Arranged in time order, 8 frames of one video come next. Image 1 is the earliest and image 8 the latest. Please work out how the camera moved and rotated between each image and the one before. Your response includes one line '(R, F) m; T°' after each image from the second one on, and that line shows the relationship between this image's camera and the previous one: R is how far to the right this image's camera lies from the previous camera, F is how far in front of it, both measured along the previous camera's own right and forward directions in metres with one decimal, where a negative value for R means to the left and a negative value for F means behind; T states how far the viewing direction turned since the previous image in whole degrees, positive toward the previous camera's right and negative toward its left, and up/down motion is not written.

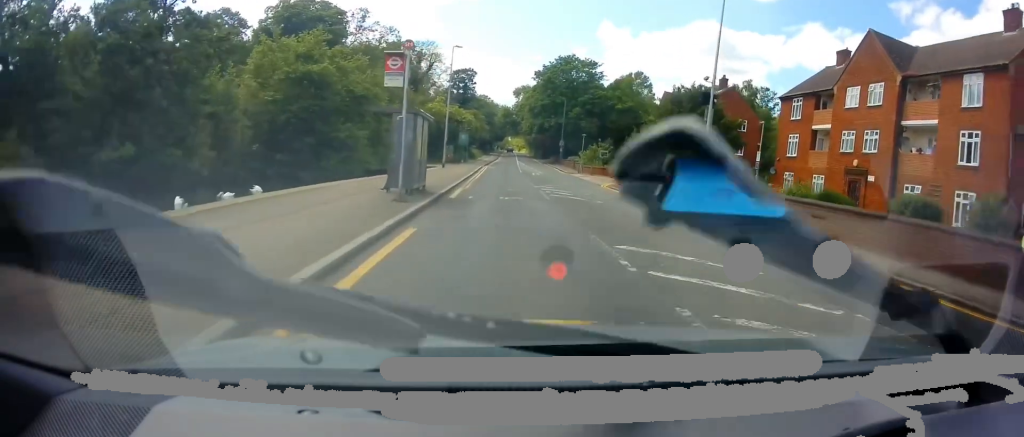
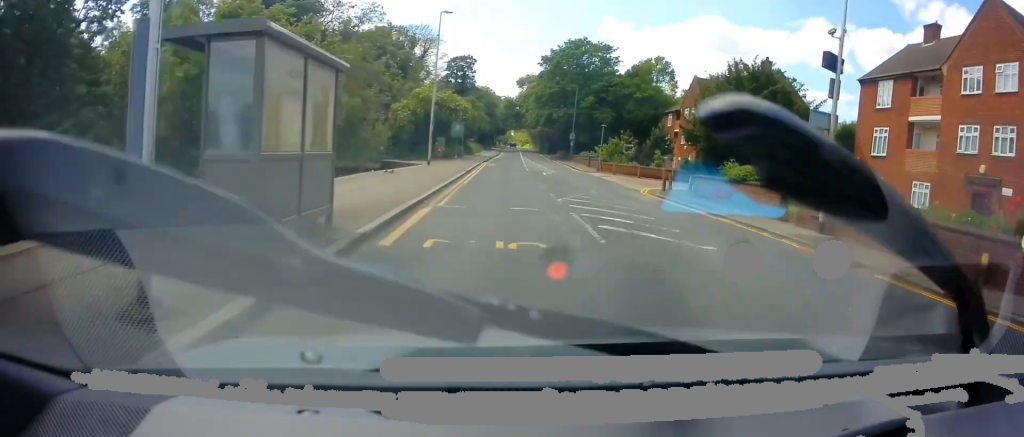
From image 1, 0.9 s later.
(0.0, +10.2) m; 0°
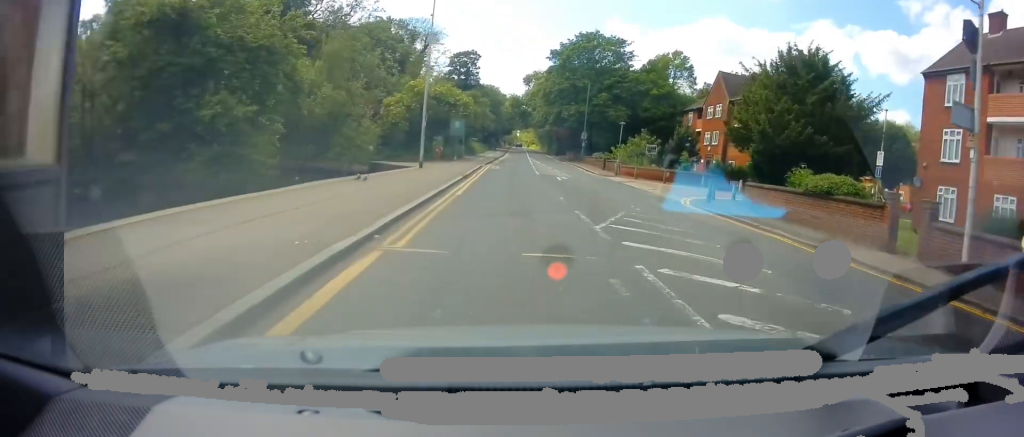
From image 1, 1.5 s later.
(0.0, +6.1) m; +2°
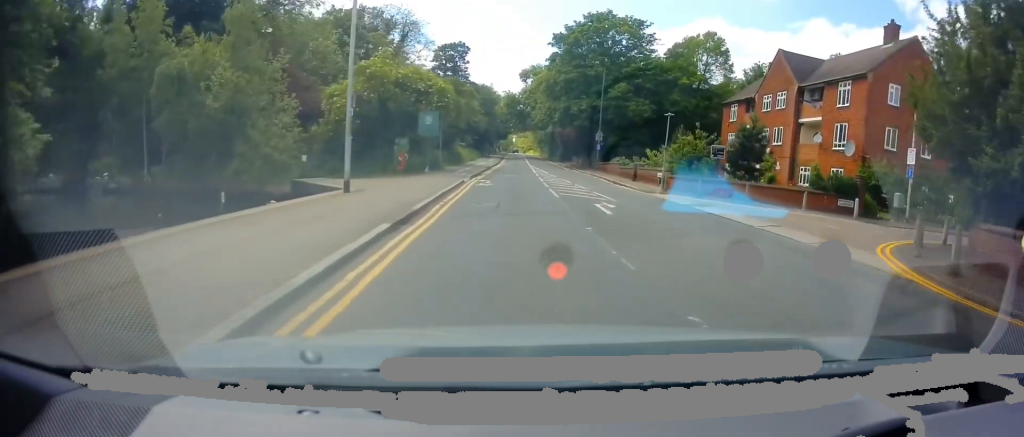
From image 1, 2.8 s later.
(+0.6, +13.9) m; +1°
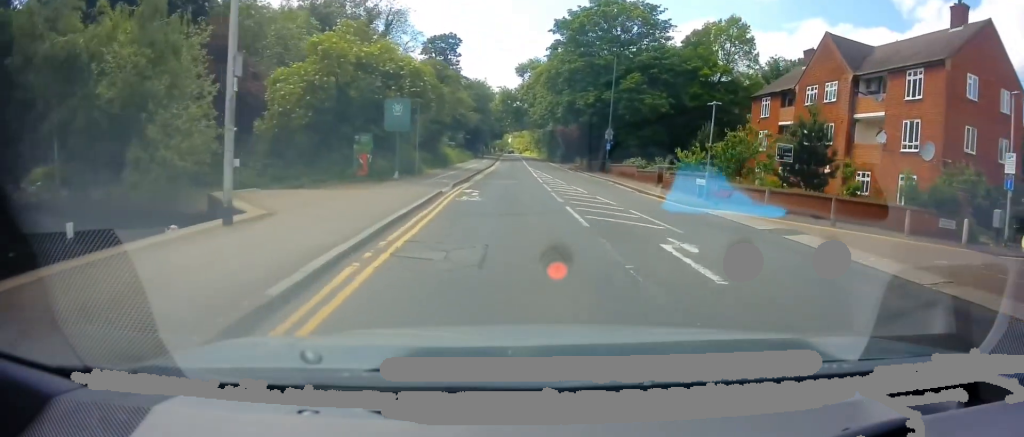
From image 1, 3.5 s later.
(-0.3, +7.4) m; -2°
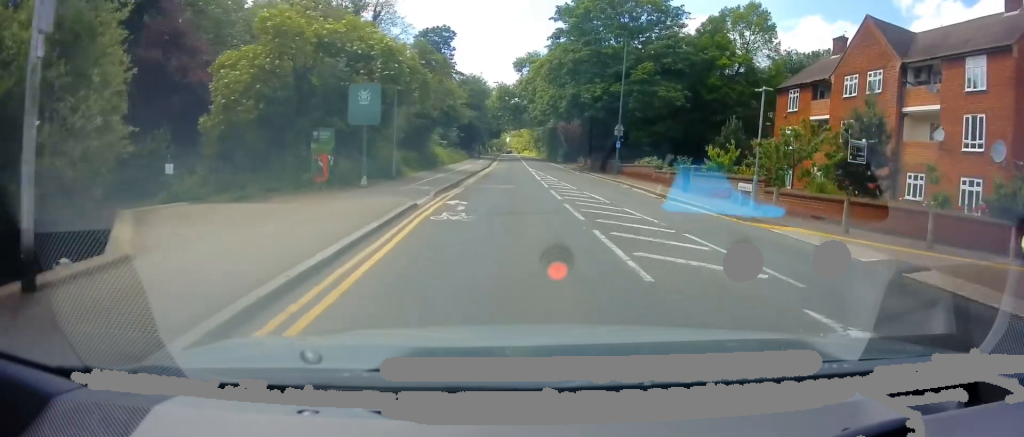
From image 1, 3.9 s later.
(-0.1, +4.8) m; -1°
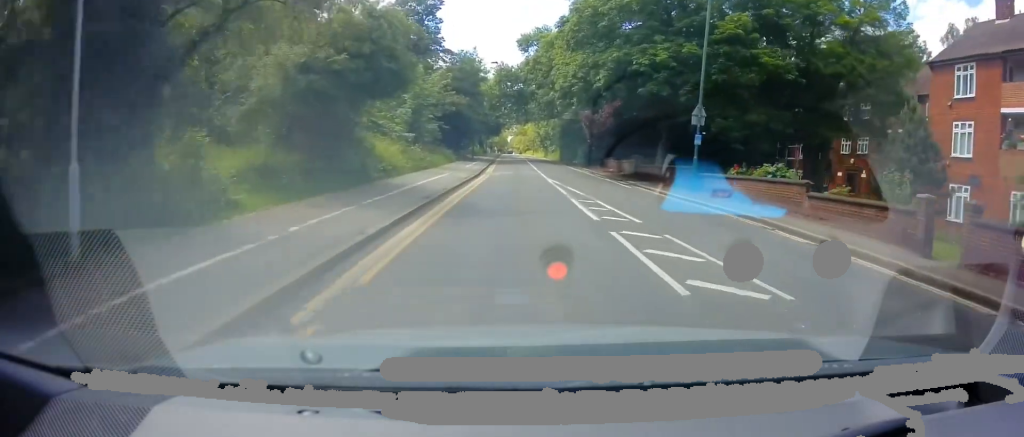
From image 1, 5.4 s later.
(+0.5, +17.0) m; +3°
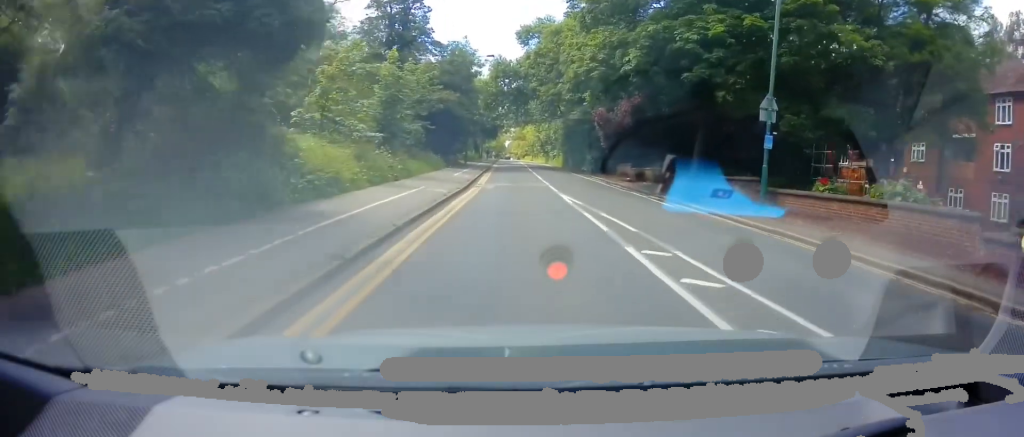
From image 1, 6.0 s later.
(+0.2, +7.3) m; 0°
